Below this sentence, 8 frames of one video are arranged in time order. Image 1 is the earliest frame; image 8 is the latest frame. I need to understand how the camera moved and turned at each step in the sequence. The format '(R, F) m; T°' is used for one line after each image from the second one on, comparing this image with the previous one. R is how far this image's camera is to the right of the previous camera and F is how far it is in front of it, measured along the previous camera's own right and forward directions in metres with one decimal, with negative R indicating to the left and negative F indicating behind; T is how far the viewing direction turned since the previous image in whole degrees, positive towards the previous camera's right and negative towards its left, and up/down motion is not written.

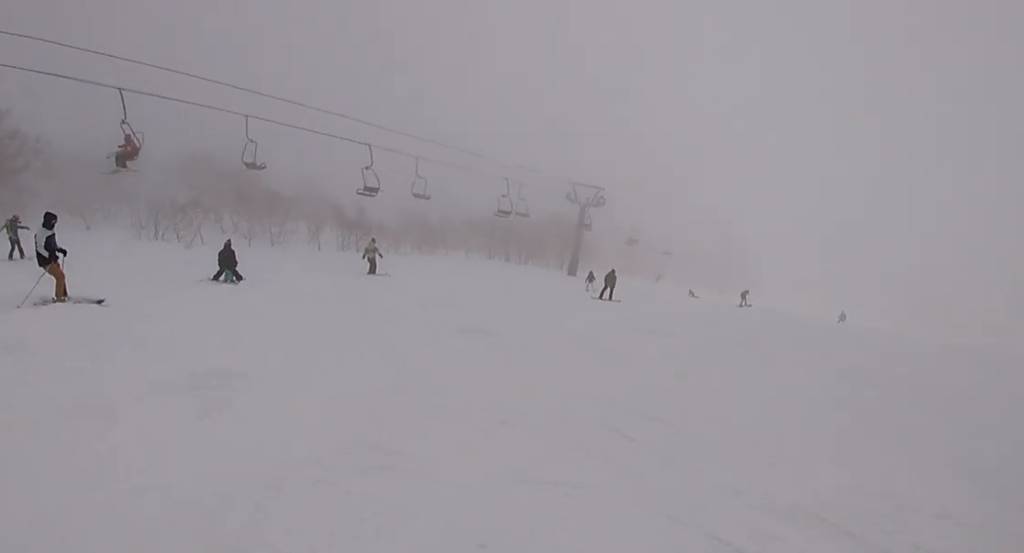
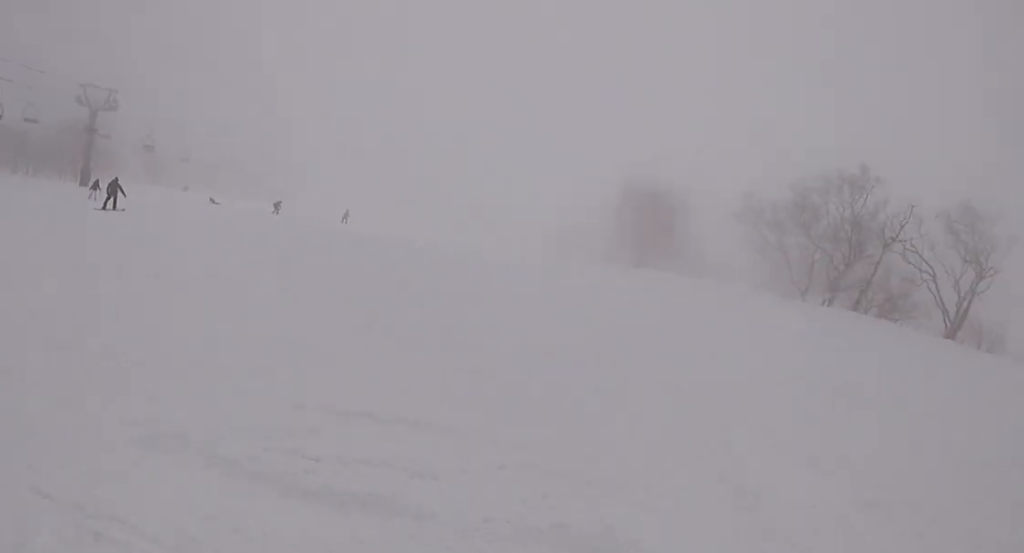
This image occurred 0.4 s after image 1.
(-0.2, +1.8) m; -4°
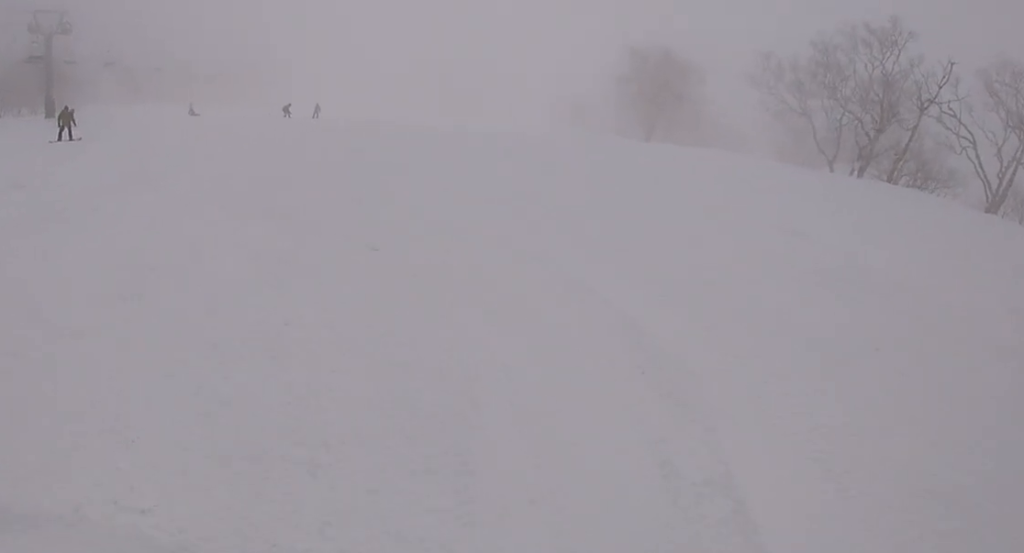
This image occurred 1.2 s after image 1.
(-0.2, +3.2) m; -10°
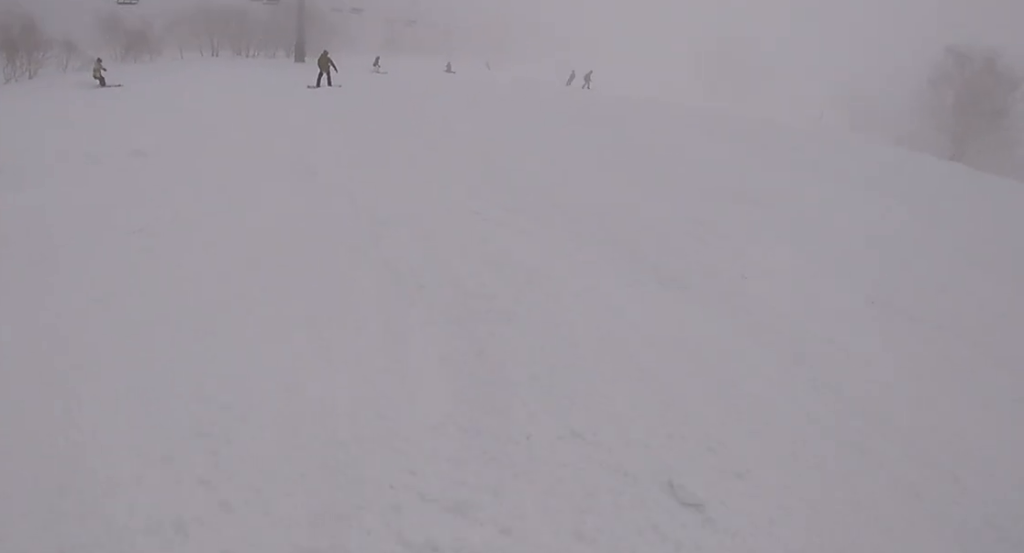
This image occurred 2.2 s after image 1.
(-0.5, +4.0) m; -13°
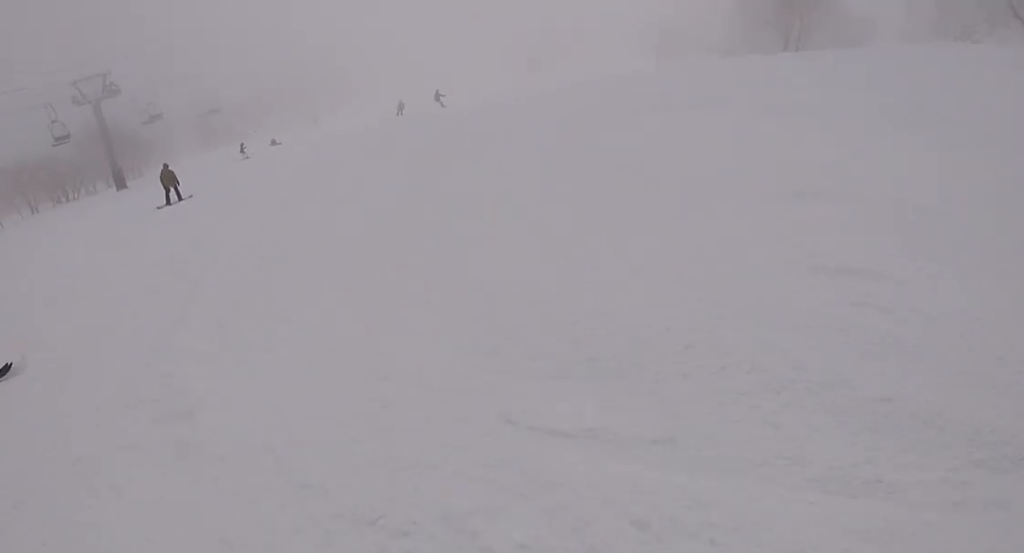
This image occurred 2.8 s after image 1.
(-0.6, +2.7) m; -4°
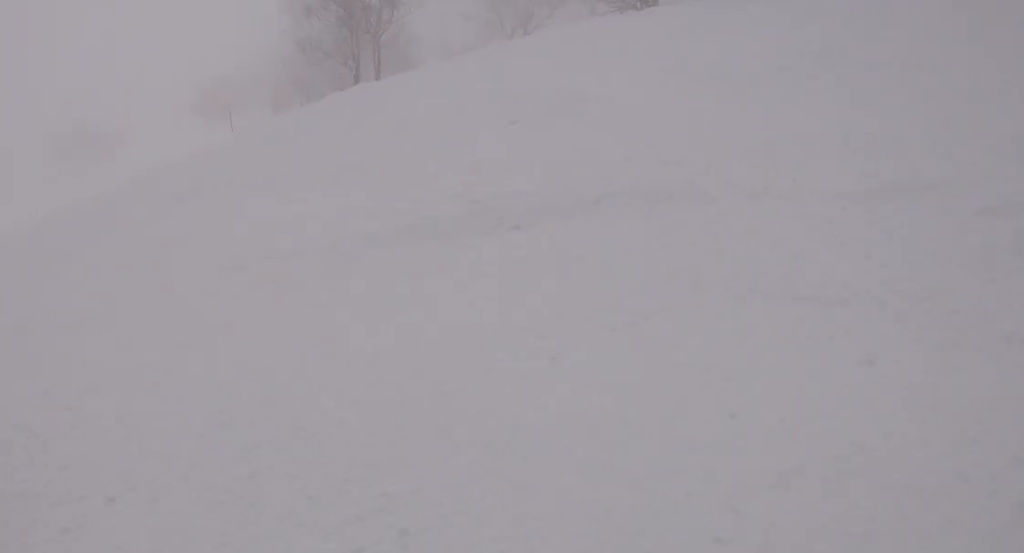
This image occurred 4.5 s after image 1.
(+2.6, +7.3) m; +35°
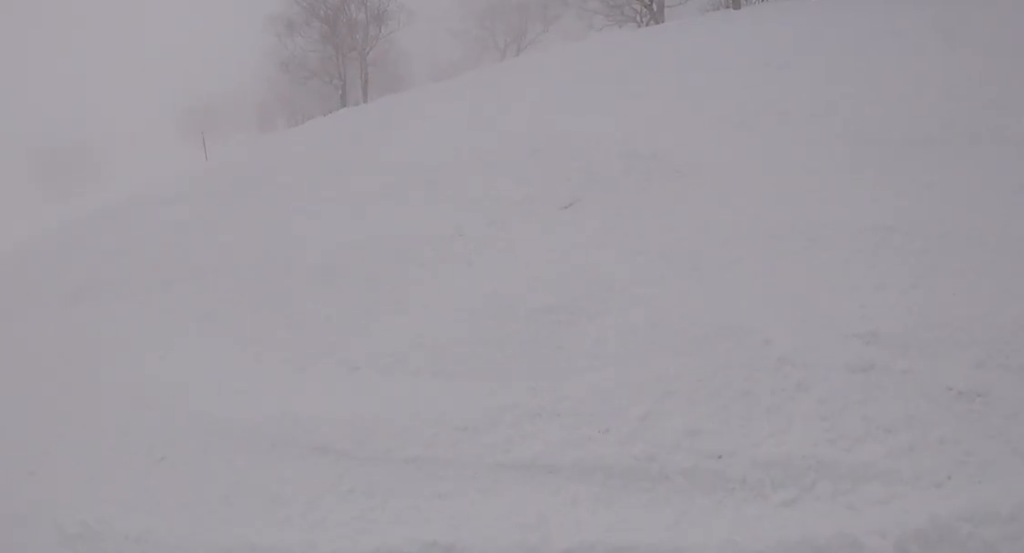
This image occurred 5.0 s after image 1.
(+0.2, +2.5) m; +3°
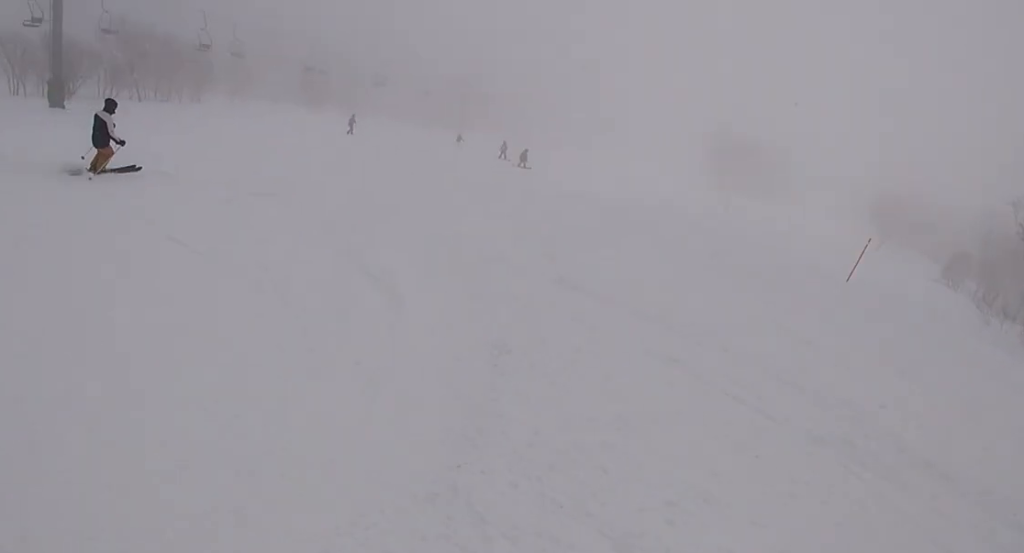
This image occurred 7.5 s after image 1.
(-4.3, +9.8) m; -38°
